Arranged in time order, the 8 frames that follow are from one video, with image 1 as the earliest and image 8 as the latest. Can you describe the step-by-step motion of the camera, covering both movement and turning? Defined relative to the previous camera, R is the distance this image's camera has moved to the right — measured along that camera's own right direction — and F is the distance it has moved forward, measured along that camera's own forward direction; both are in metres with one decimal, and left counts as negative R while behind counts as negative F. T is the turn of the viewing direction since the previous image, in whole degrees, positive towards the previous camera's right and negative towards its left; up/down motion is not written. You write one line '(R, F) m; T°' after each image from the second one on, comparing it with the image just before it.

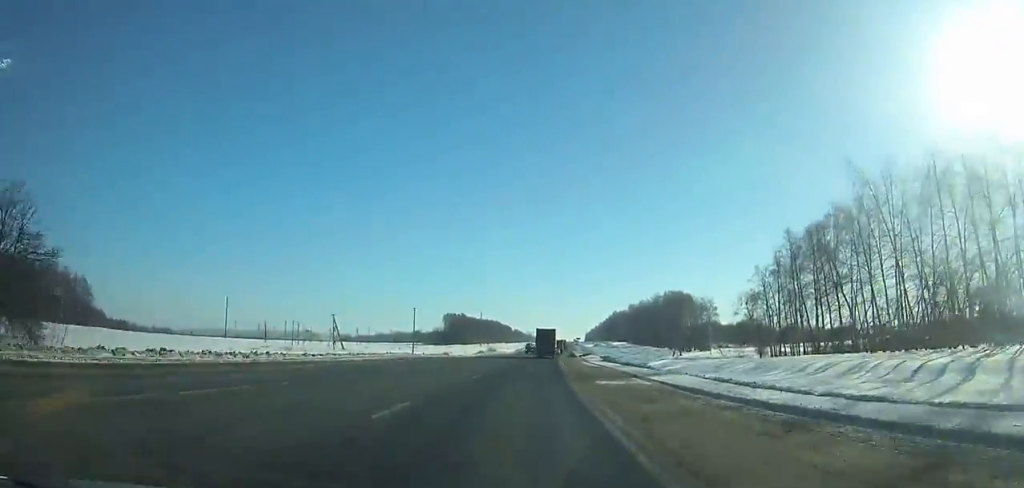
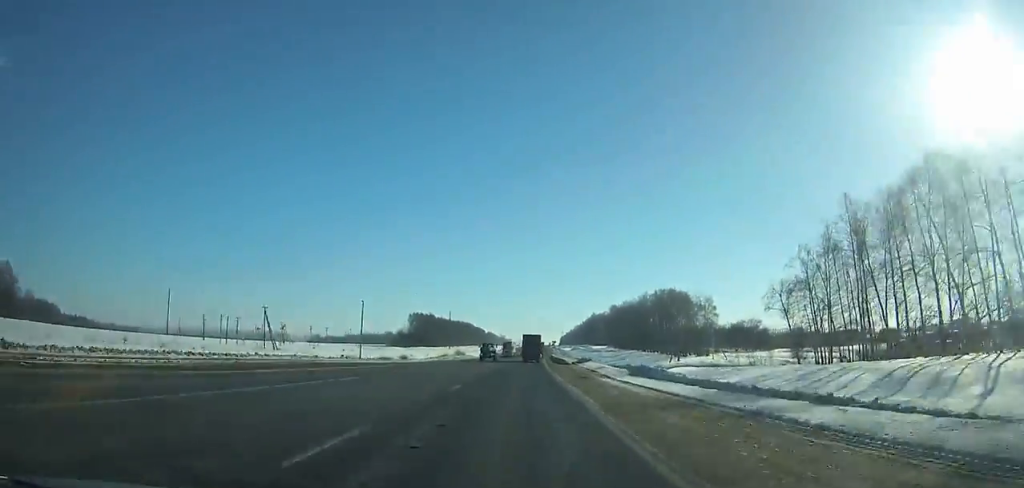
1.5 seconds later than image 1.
(+0.4, +27.7) m; +2°
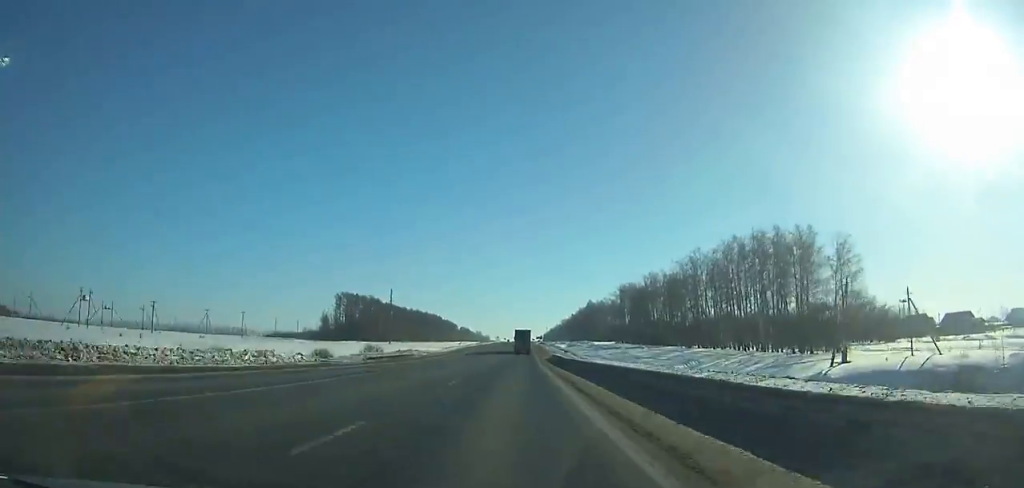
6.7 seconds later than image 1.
(+1.7, +96.0) m; +1°
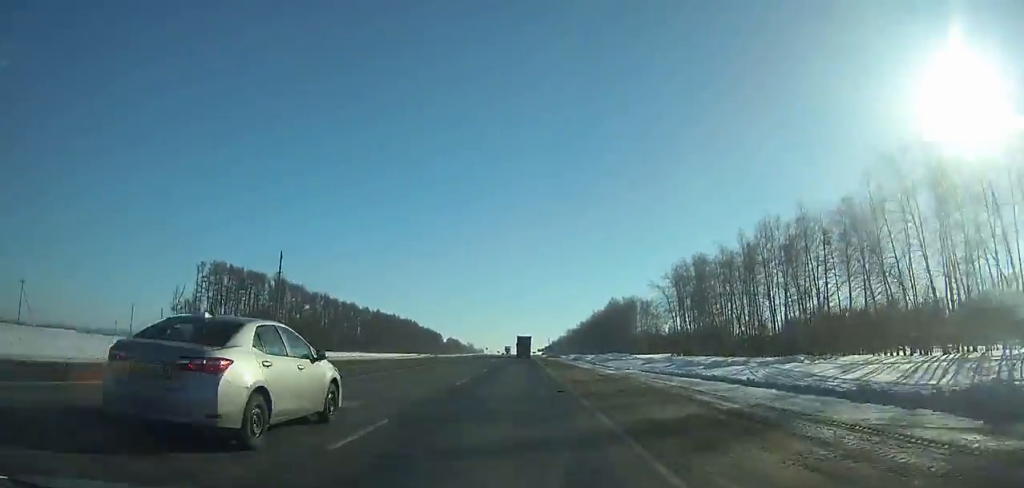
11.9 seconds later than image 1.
(-0.2, +97.4) m; 0°
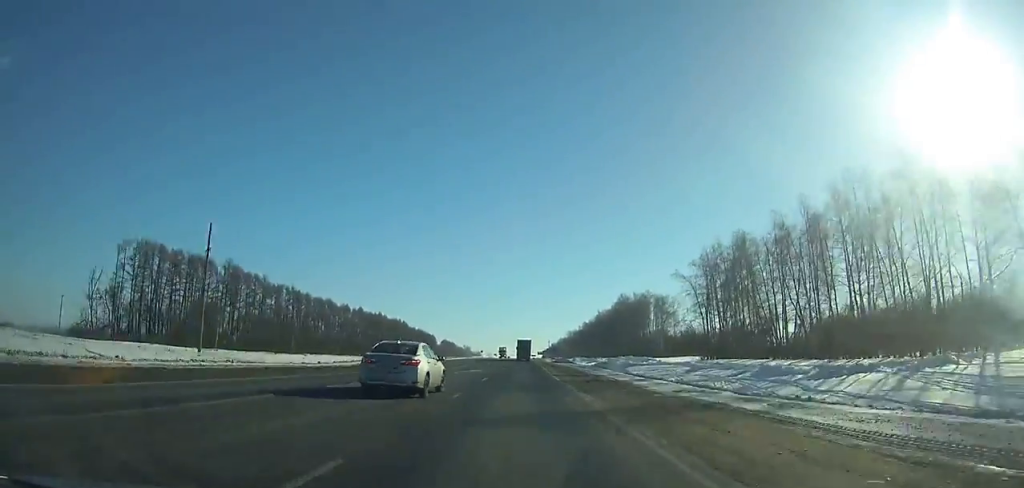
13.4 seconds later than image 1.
(-0.1, +28.7) m; 0°
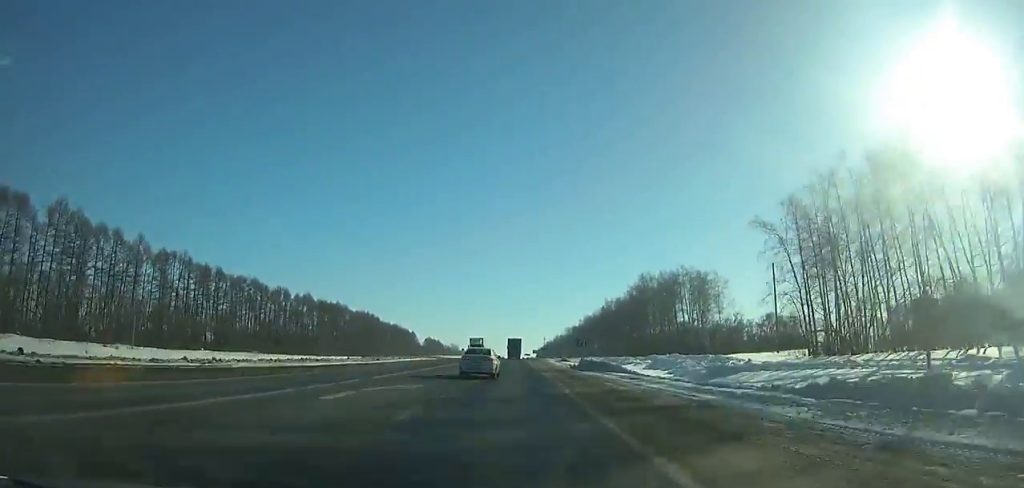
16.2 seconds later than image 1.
(+0.1, +55.3) m; 0°
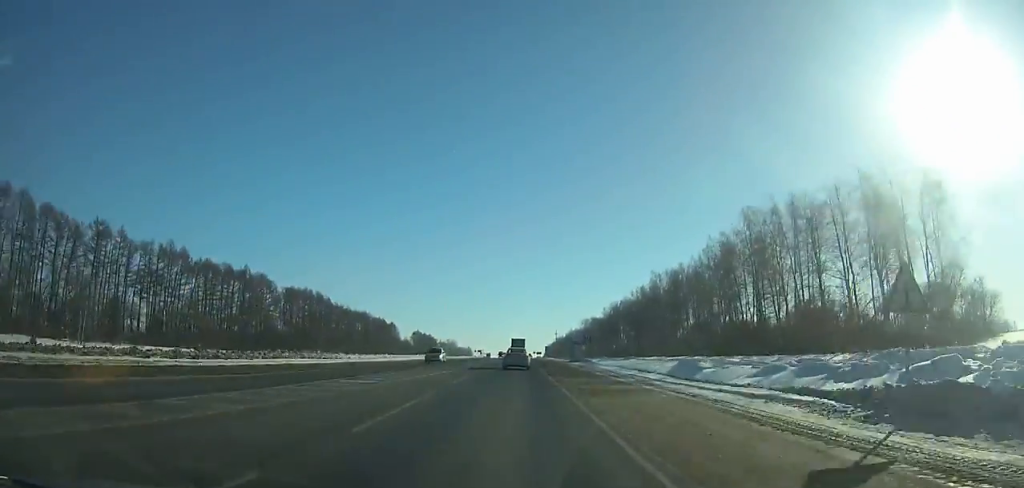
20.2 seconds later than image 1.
(+0.2, +81.8) m; 0°
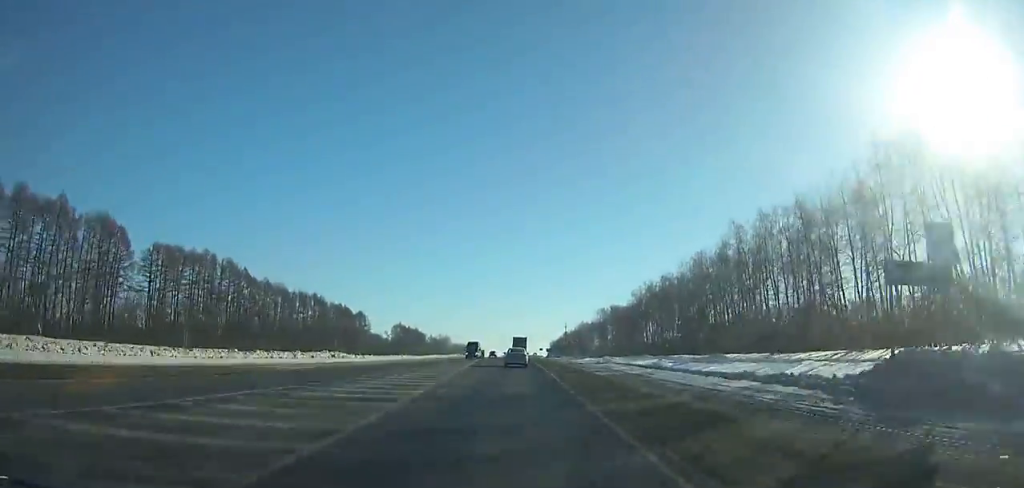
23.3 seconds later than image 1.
(0.0, +64.8) m; 0°
